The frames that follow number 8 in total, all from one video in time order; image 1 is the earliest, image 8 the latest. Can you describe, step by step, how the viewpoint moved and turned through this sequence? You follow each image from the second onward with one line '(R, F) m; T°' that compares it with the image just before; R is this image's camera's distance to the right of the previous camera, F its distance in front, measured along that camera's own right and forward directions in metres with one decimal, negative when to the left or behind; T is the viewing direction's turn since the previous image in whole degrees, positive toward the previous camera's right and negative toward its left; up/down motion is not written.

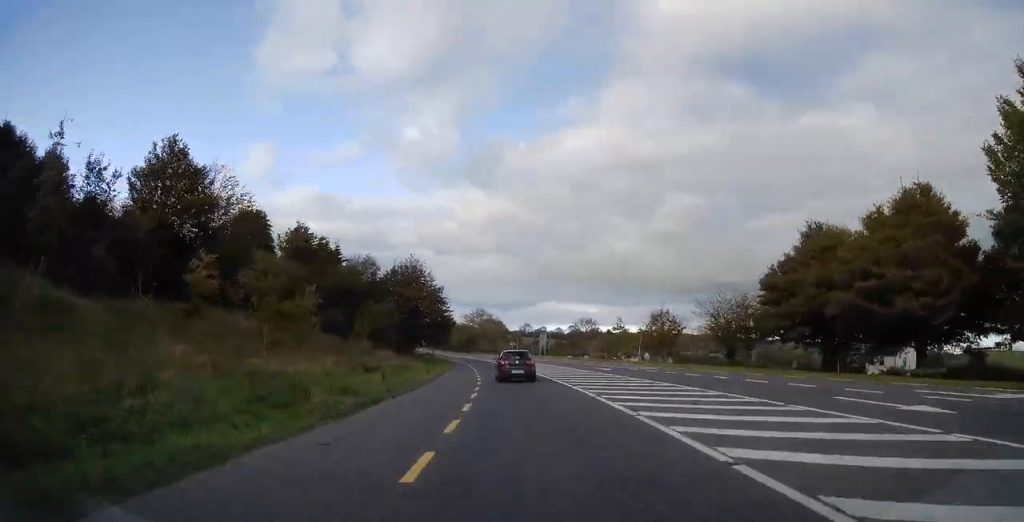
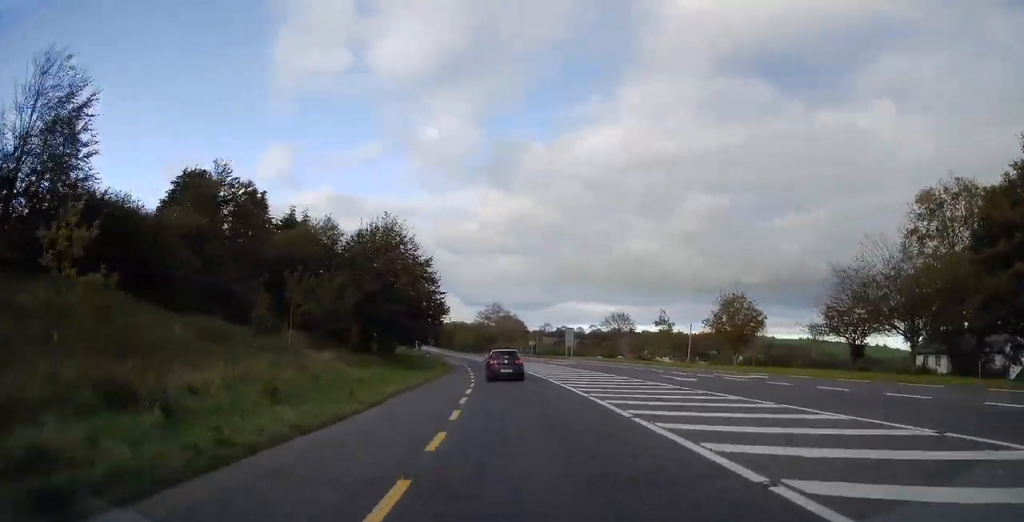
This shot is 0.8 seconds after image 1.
(-0.6, +16.6) m; -3°
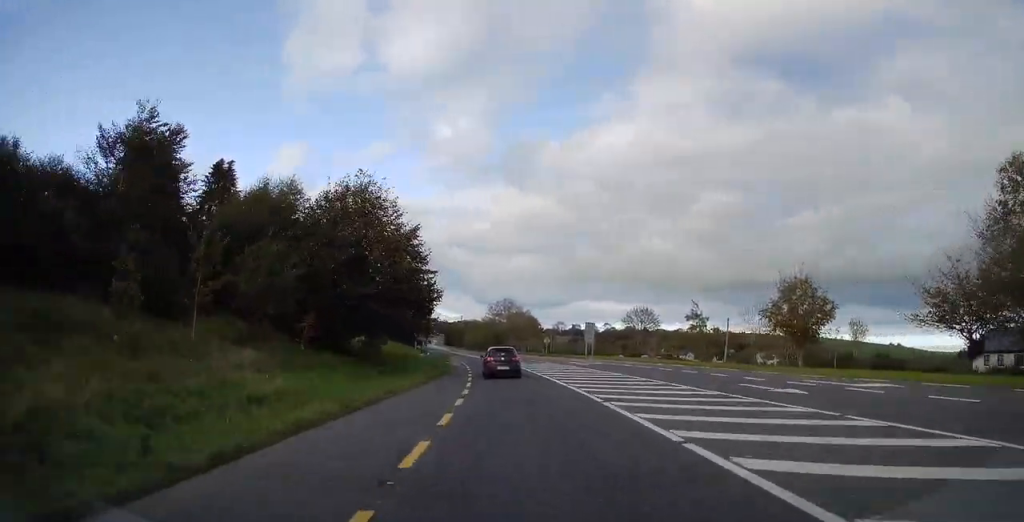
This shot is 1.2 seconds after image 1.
(0.0, +8.7) m; -1°
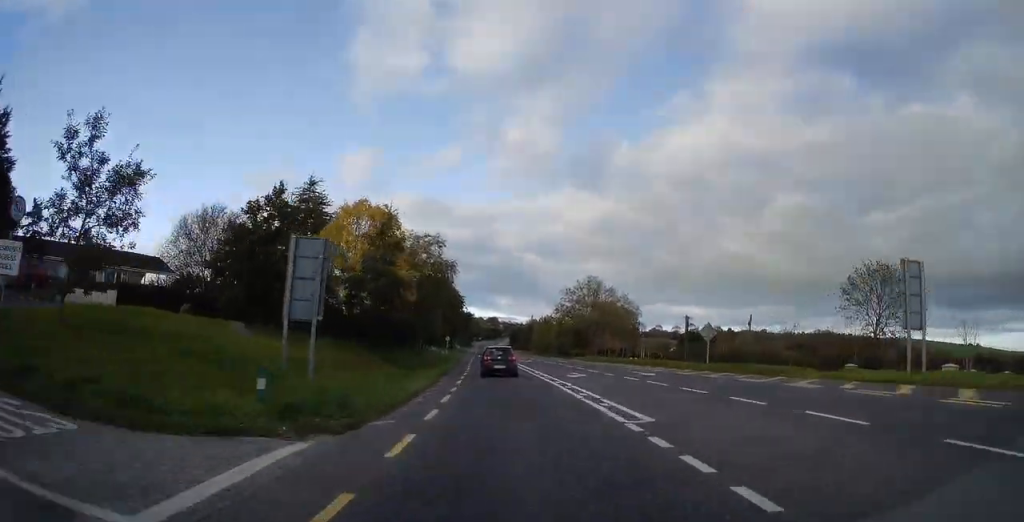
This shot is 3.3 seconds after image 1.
(-2.7, +47.4) m; -6°
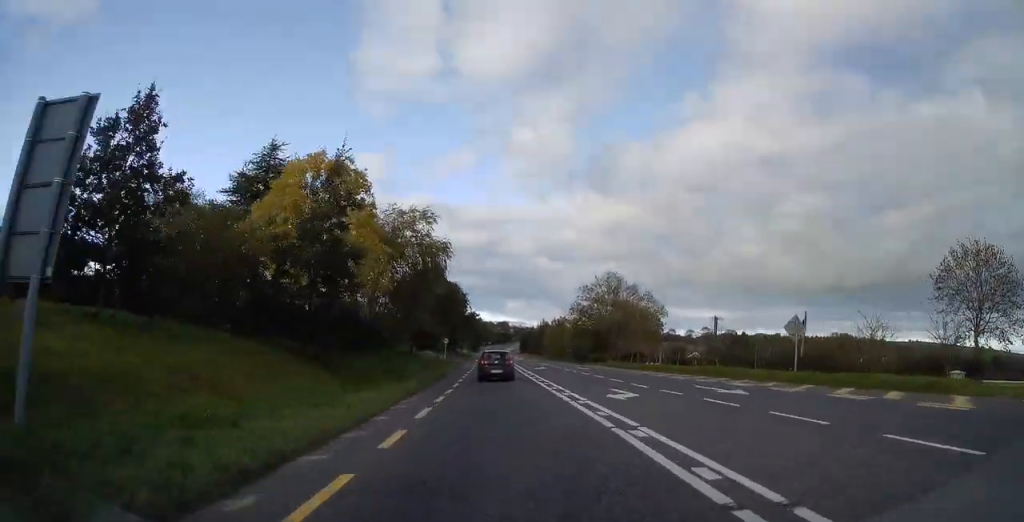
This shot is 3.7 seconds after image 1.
(-0.2, +10.4) m; -2°
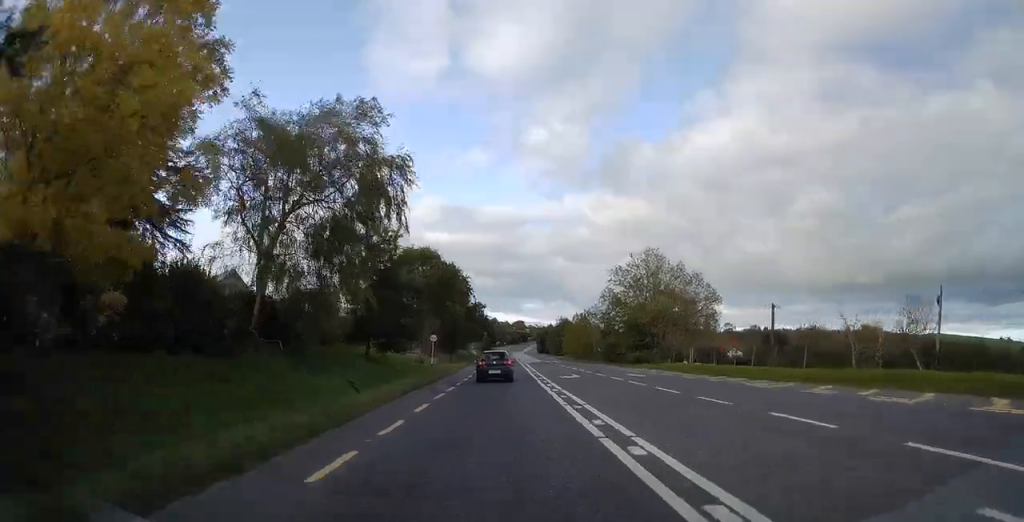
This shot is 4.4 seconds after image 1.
(-0.4, +17.1) m; -2°
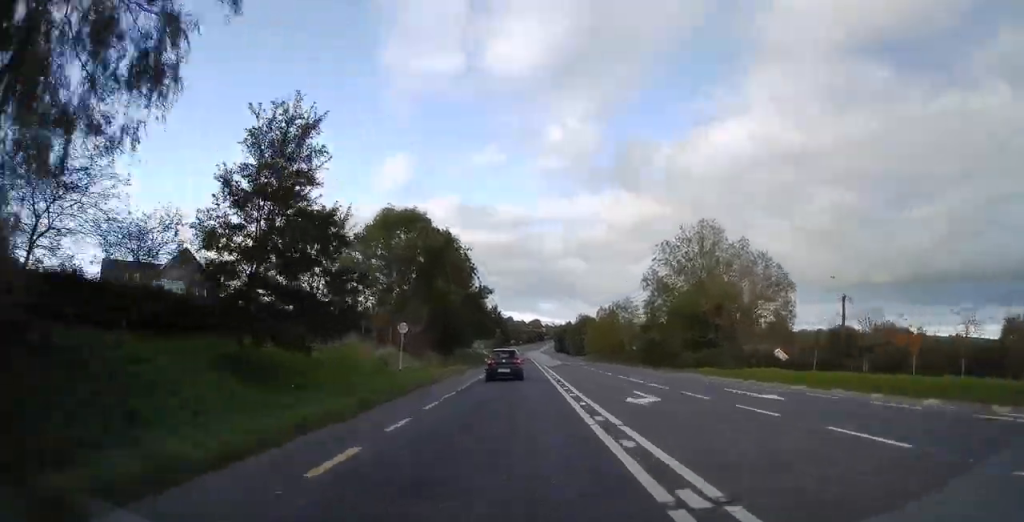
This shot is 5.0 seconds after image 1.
(-0.1, +14.8) m; -2°
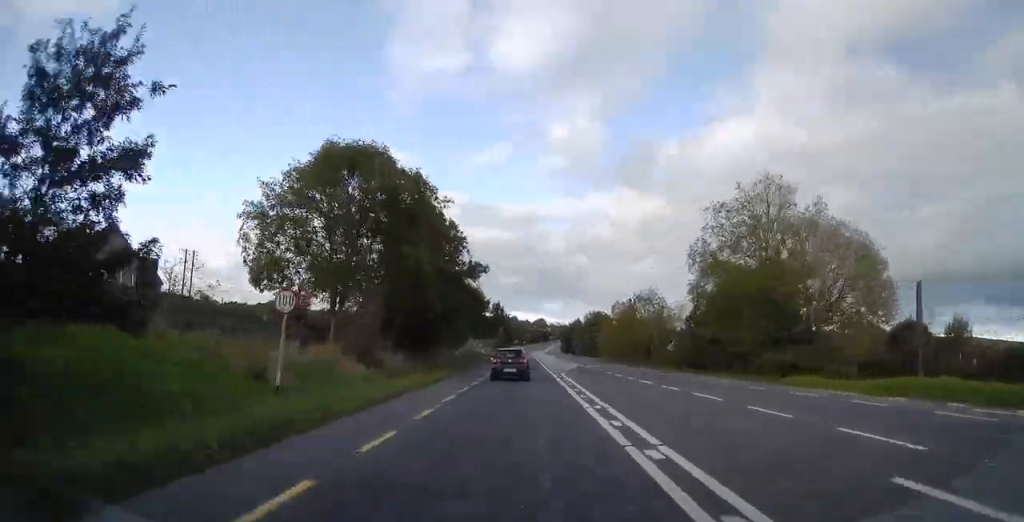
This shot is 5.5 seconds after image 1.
(-0.3, +13.6) m; -1°
